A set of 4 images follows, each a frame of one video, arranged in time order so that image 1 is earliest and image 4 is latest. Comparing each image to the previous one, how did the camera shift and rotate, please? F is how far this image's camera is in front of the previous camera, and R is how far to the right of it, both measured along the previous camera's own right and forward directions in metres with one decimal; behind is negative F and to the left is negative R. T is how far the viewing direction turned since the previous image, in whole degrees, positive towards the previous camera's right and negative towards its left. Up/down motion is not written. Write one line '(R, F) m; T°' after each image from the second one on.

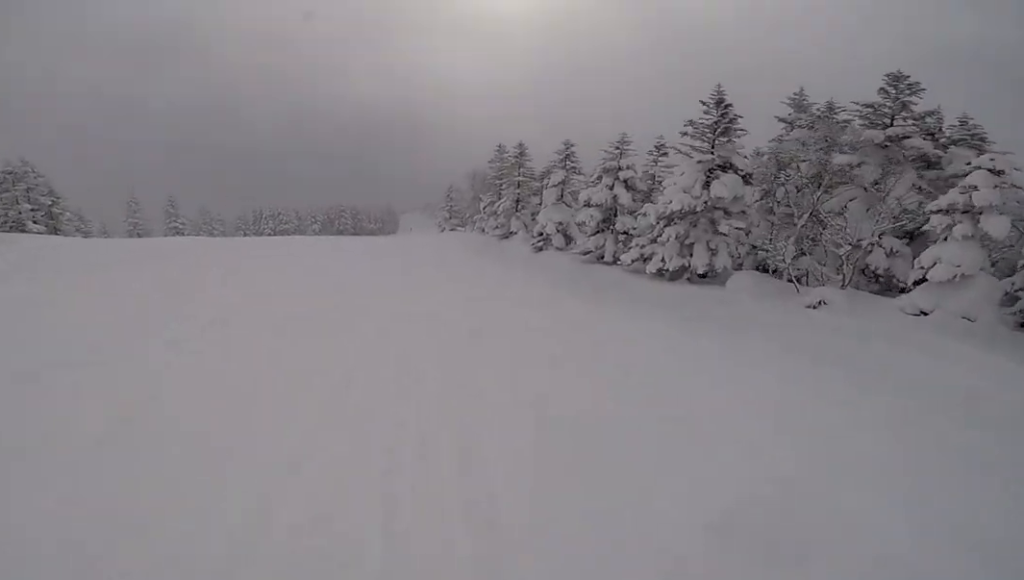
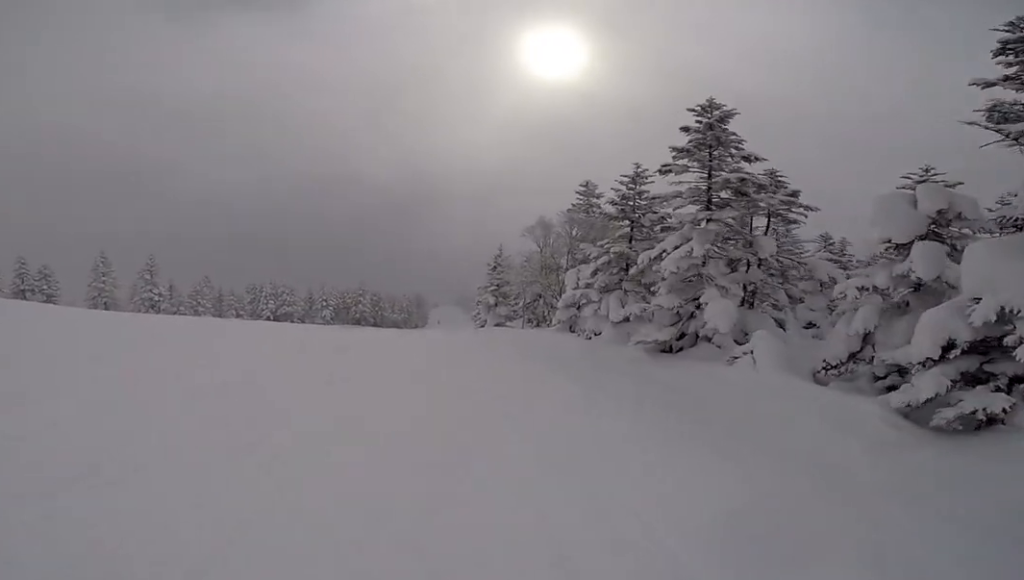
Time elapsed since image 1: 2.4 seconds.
(-1.6, +18.4) m; -4°
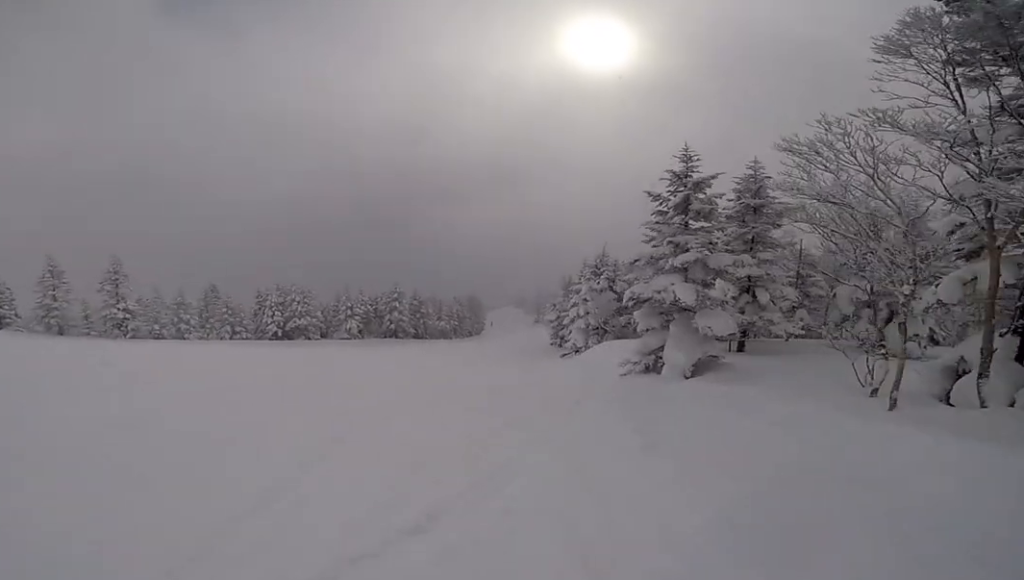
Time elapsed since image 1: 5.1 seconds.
(+0.3, +19.8) m; -6°
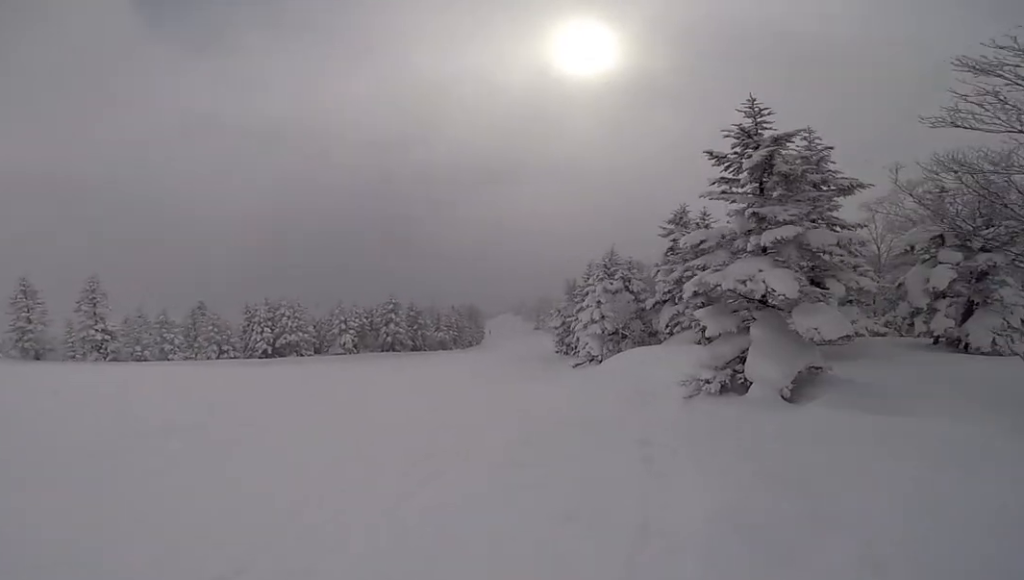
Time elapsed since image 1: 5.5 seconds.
(0.0, +3.4) m; 0°
